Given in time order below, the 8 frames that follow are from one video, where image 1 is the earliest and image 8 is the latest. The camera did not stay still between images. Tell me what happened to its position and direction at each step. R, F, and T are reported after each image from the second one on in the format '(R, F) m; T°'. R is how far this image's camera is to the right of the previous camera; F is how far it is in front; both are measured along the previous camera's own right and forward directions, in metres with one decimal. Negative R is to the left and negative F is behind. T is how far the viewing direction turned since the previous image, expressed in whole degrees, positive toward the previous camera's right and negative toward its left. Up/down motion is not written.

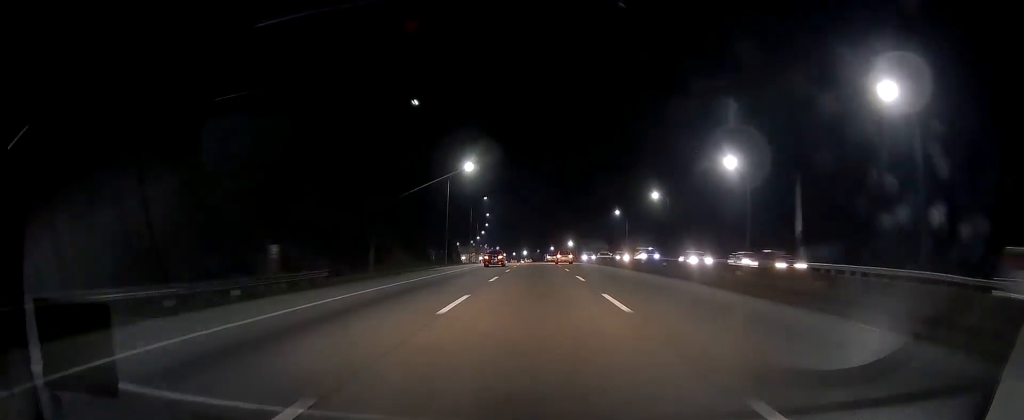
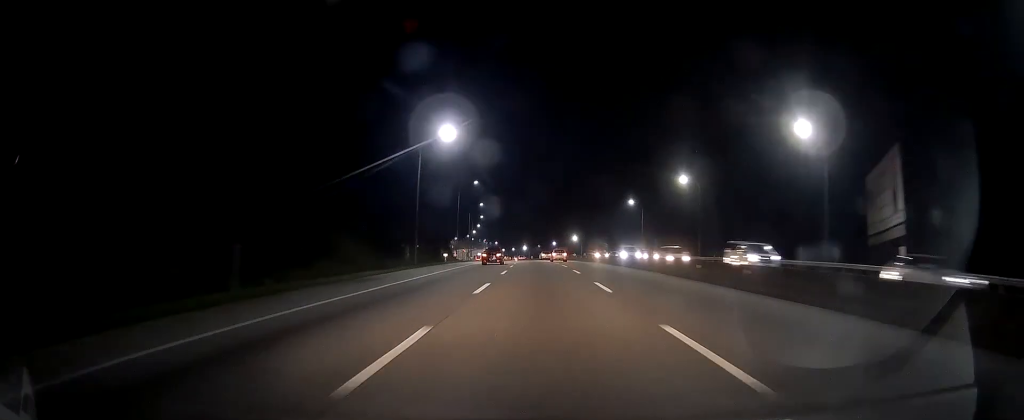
(0.0, +19.0) m; -1°
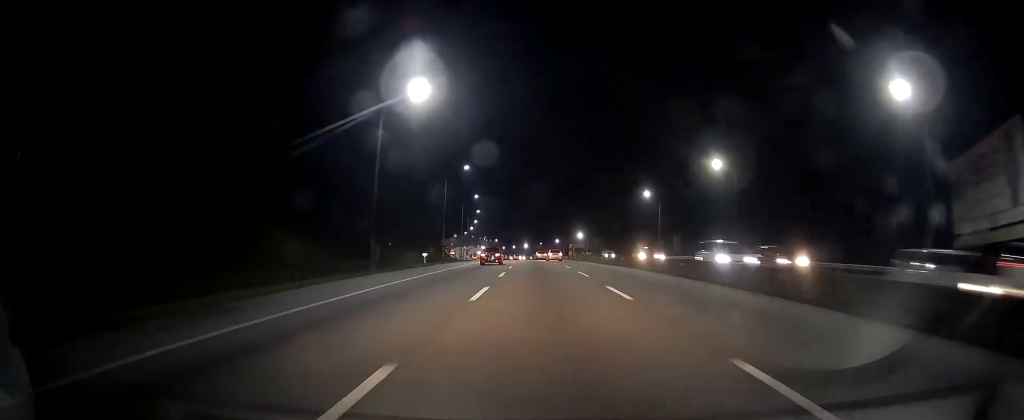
(-0.2, +14.8) m; -1°
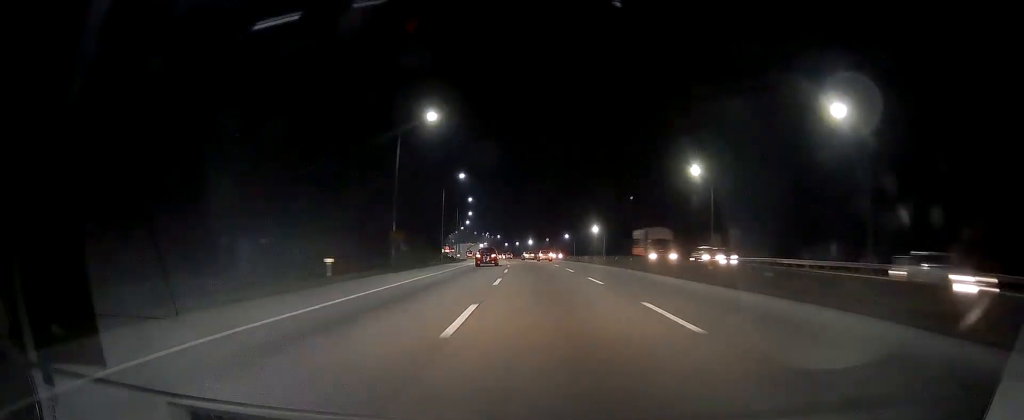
(0.0, +28.7) m; 0°
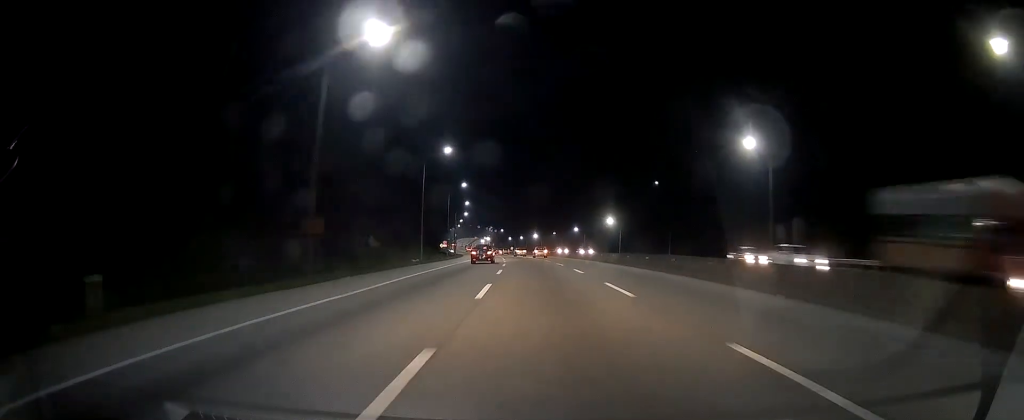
(0.0, +18.0) m; 0°
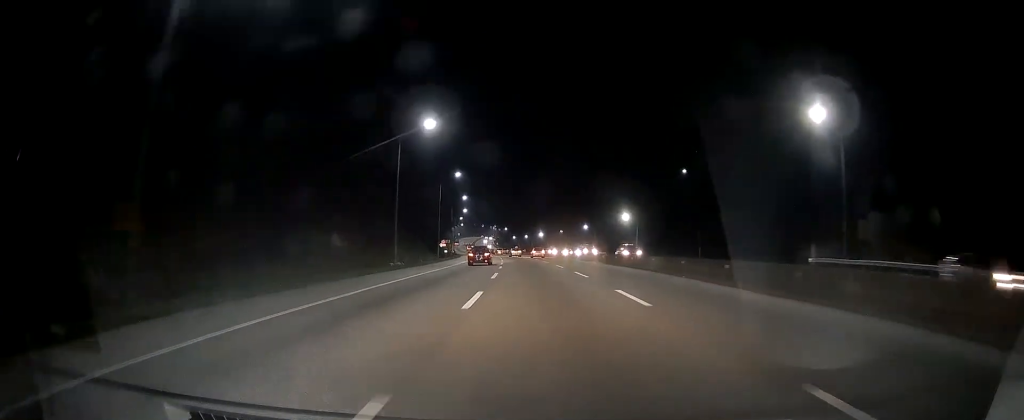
(0.0, +14.0) m; 0°
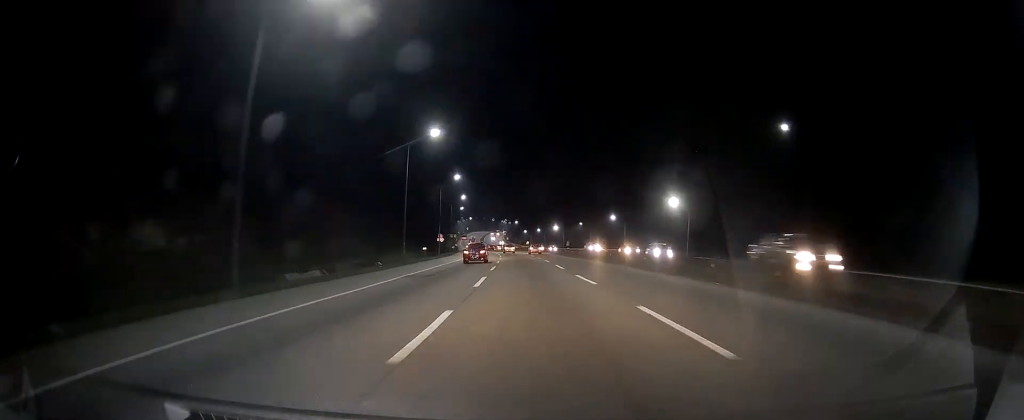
(-0.2, +28.9) m; -1°
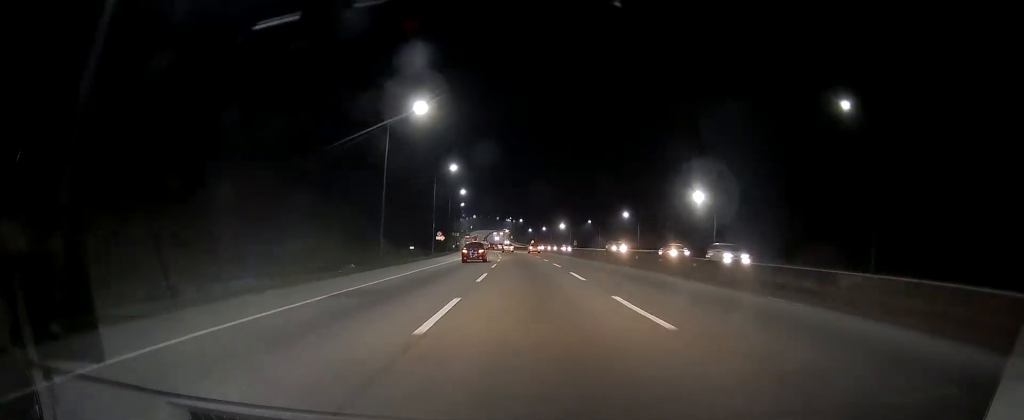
(0.0, +9.9) m; 0°
